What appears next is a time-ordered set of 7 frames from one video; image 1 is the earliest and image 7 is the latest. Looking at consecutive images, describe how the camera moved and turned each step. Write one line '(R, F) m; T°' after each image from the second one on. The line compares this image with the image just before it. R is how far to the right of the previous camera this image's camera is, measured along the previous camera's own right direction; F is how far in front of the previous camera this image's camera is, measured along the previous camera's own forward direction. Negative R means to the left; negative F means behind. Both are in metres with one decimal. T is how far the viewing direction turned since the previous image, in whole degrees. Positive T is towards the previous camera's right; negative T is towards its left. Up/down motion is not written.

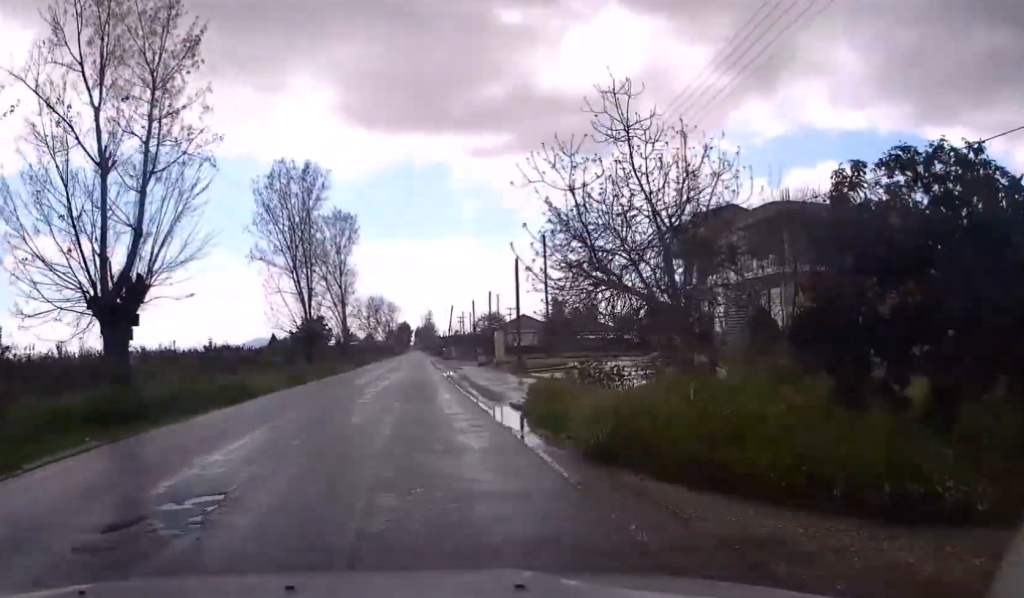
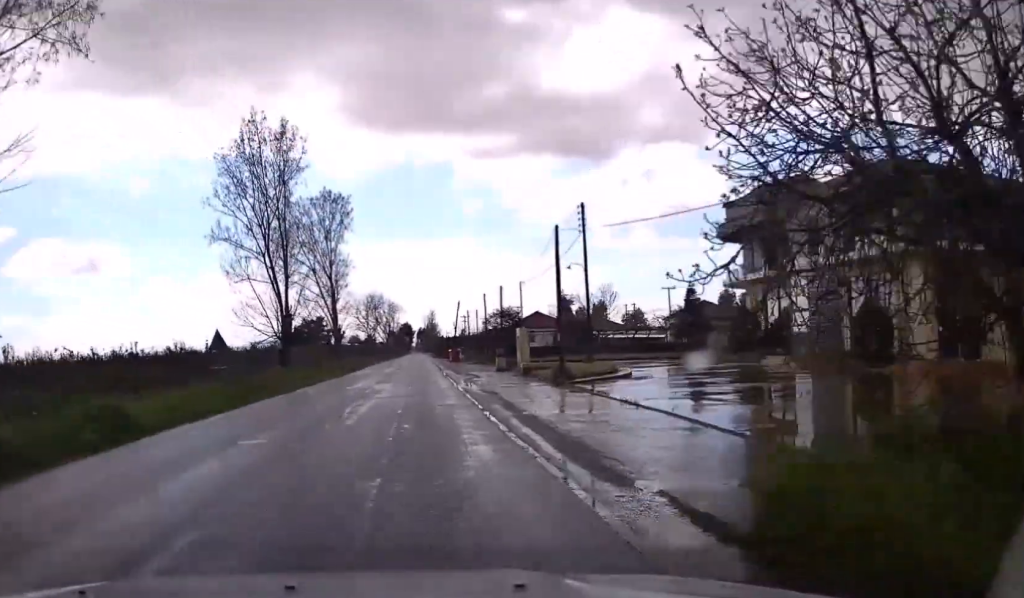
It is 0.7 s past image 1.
(+0.2, +10.9) m; 0°
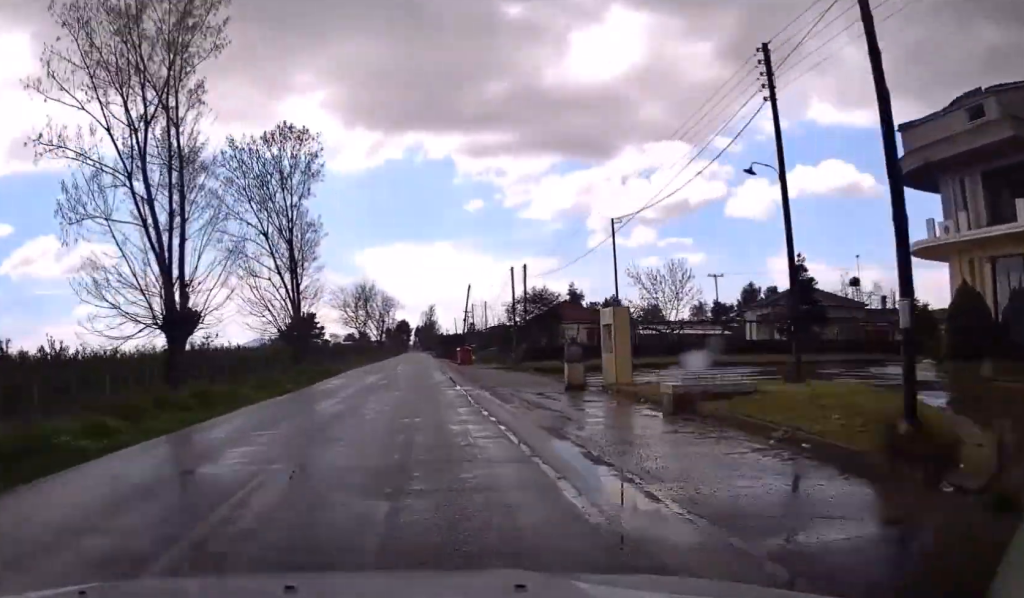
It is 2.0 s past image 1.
(0.0, +20.6) m; 0°
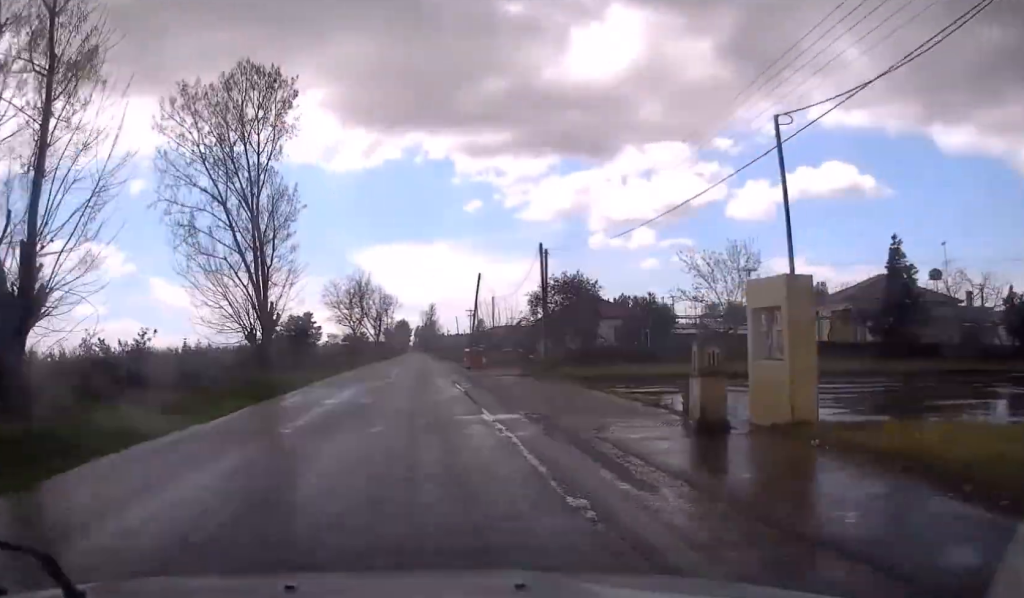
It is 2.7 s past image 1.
(0.0, +10.8) m; 0°
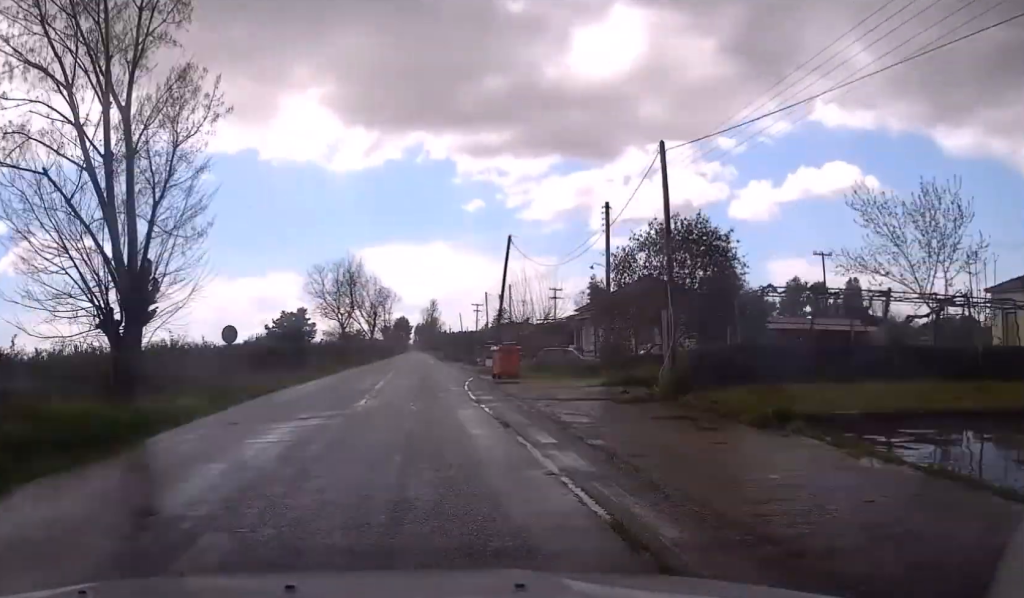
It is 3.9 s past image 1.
(0.0, +18.0) m; 0°
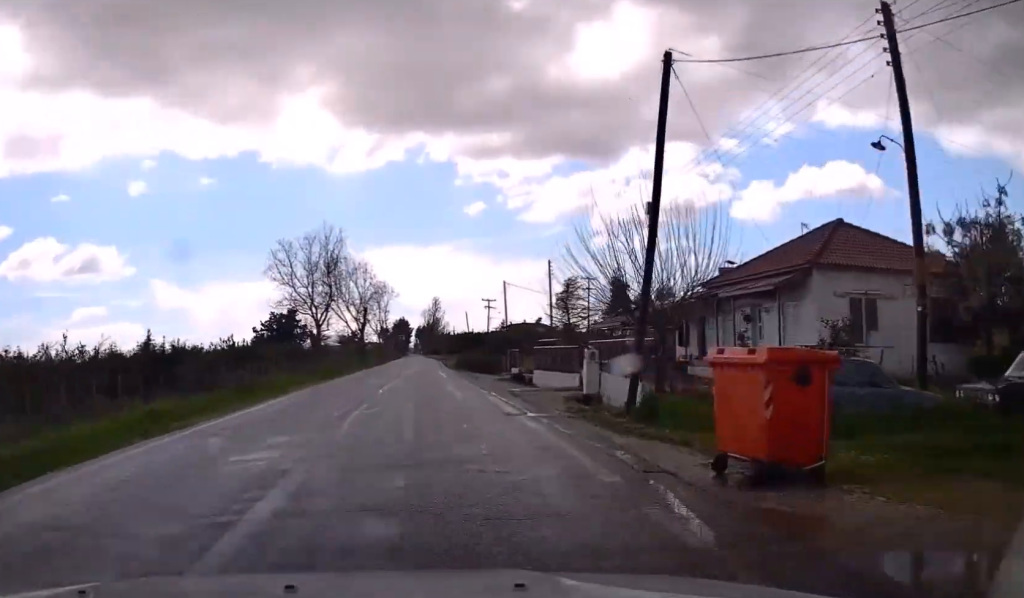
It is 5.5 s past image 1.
(0.0, +24.2) m; 0°
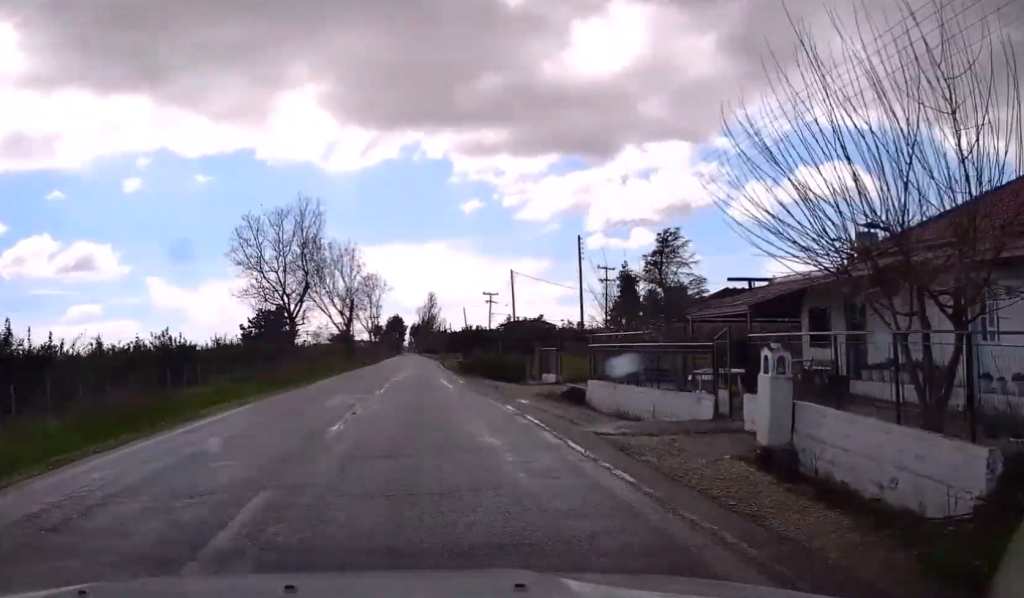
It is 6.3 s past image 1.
(0.0, +12.3) m; 0°
